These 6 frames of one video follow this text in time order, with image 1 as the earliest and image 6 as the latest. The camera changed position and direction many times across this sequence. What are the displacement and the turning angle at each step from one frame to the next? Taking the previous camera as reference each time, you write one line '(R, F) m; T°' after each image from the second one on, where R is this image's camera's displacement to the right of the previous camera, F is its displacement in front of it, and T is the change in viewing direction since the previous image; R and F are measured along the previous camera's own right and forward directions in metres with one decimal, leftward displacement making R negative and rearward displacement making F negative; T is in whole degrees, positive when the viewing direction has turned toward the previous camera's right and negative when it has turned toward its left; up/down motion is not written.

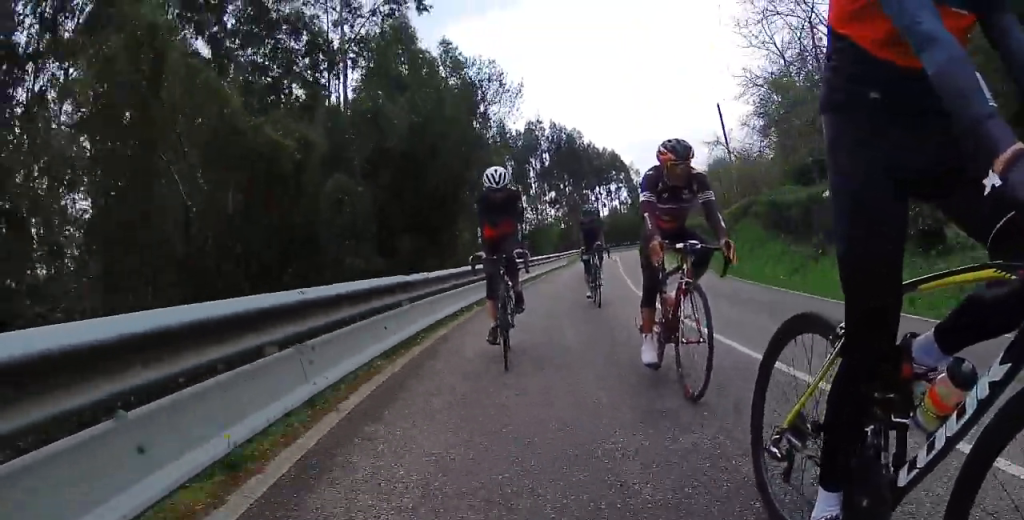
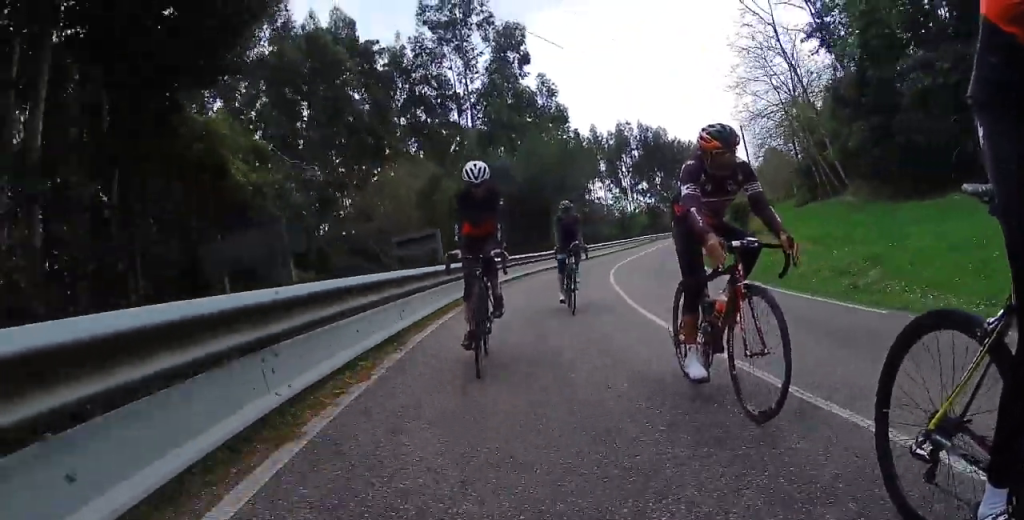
(-2.0, +15.0) m; -9°
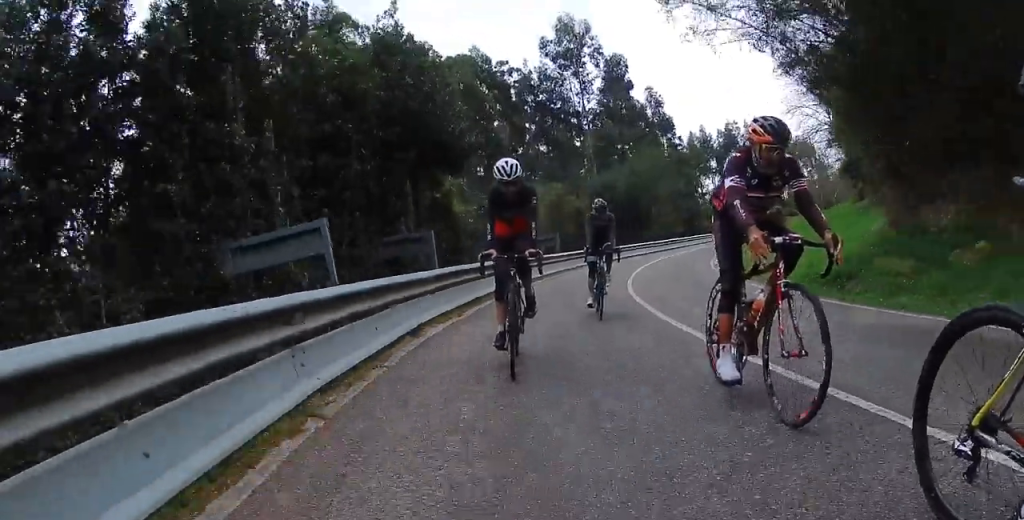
(-0.9, +11.9) m; -11°
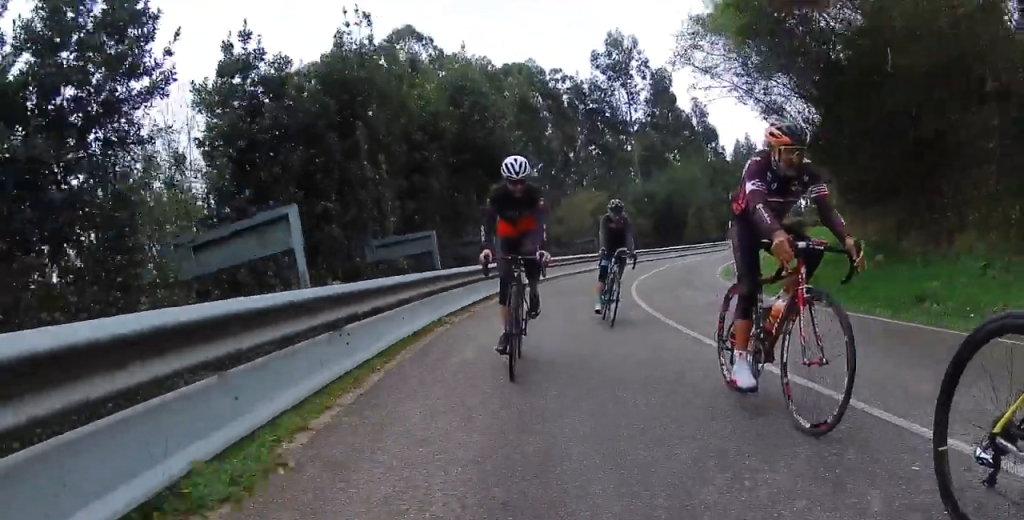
(-0.5, +4.5) m; -4°
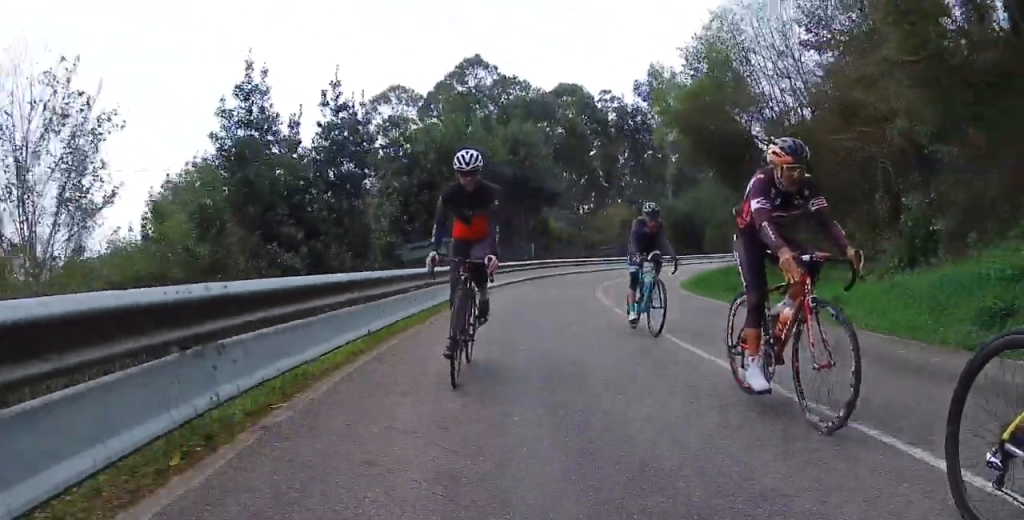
(-0.2, +9.4) m; -9°
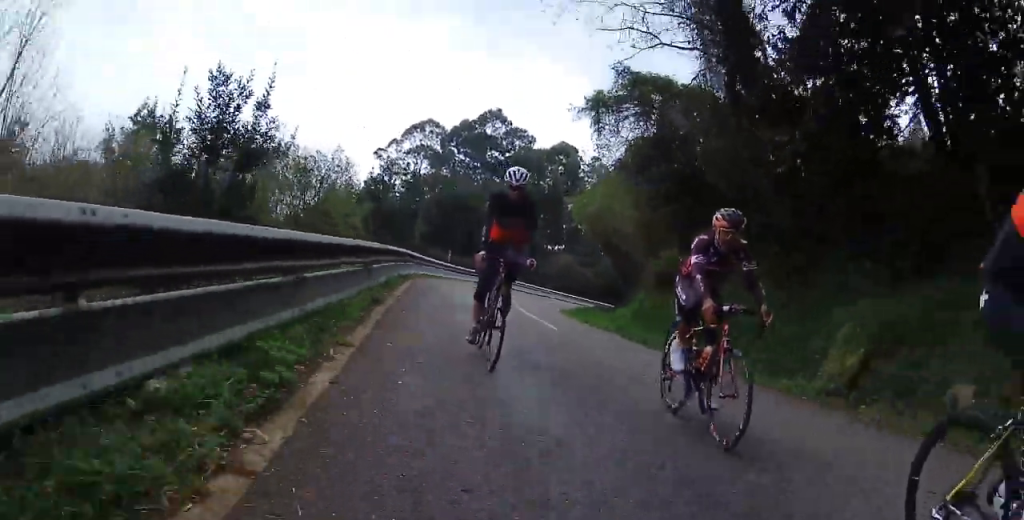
(-0.5, +19.0) m; +9°
